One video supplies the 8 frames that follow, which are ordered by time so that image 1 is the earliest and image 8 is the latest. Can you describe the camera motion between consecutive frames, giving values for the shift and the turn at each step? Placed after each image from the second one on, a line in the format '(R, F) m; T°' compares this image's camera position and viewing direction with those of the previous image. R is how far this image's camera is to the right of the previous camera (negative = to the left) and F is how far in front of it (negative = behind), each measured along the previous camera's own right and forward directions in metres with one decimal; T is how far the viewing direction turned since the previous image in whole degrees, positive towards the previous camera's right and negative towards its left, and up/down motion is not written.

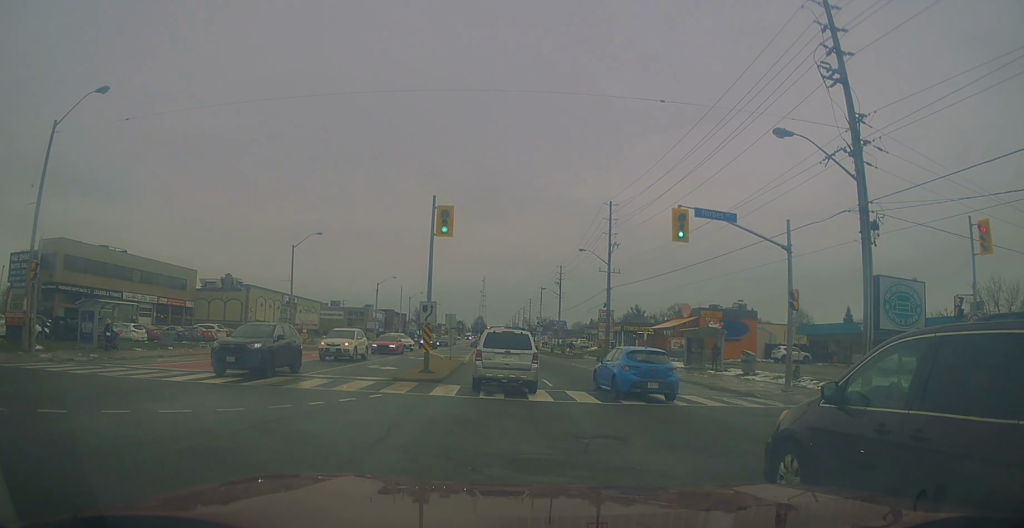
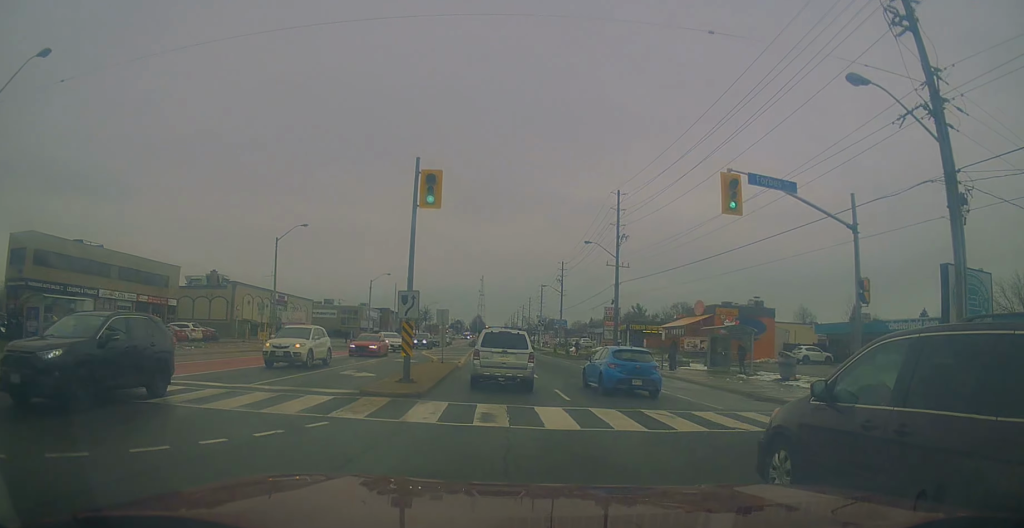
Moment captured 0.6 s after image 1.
(0.0, +4.2) m; 0°
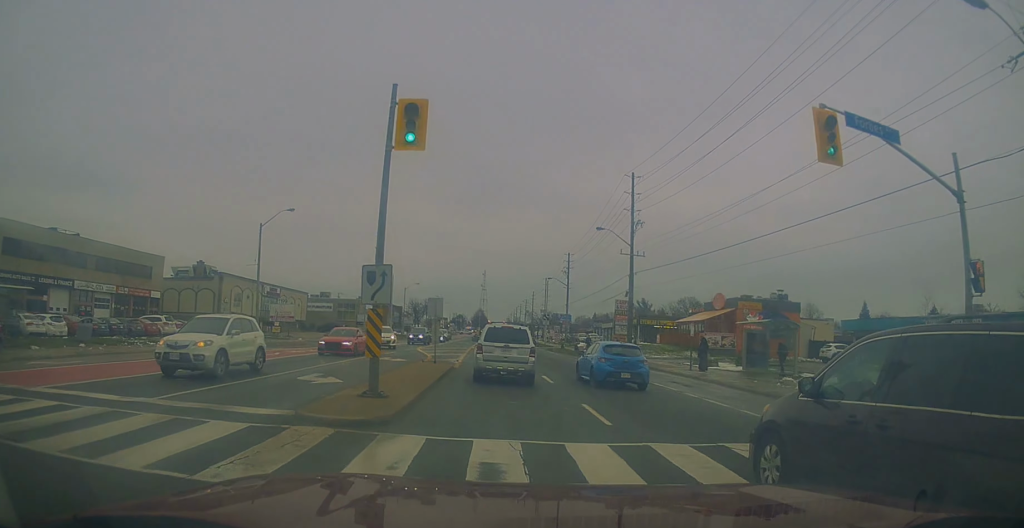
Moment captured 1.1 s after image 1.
(-0.2, +4.7) m; +2°
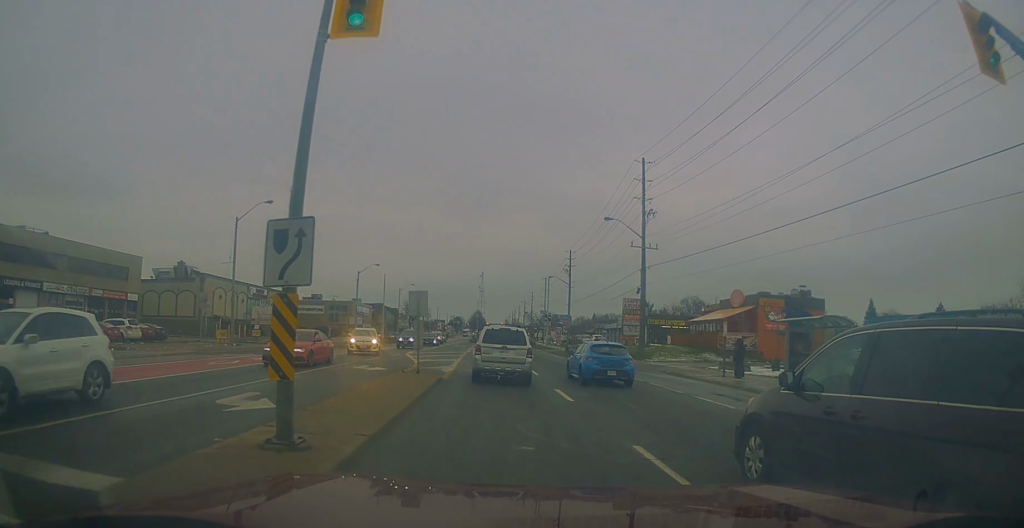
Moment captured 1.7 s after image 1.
(+0.1, +4.8) m; -1°
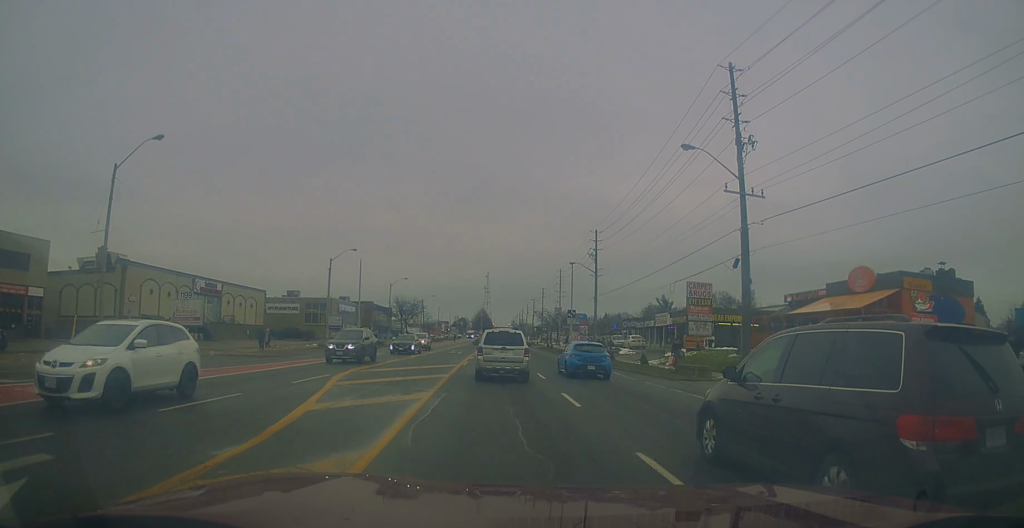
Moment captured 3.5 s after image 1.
(-1.1, +18.1) m; -3°
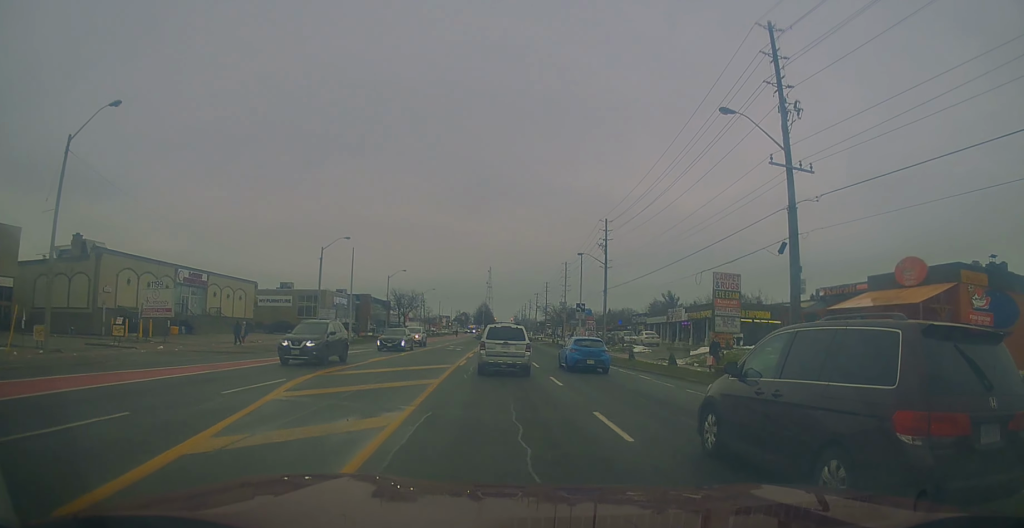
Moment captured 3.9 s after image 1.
(+0.4, +4.7) m; +1°
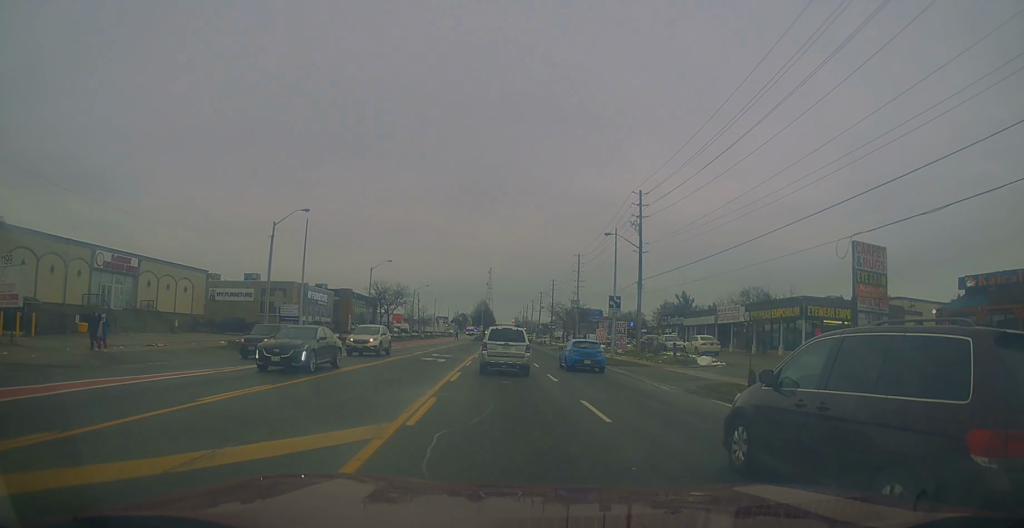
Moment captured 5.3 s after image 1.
(0.0, +15.4) m; -2°
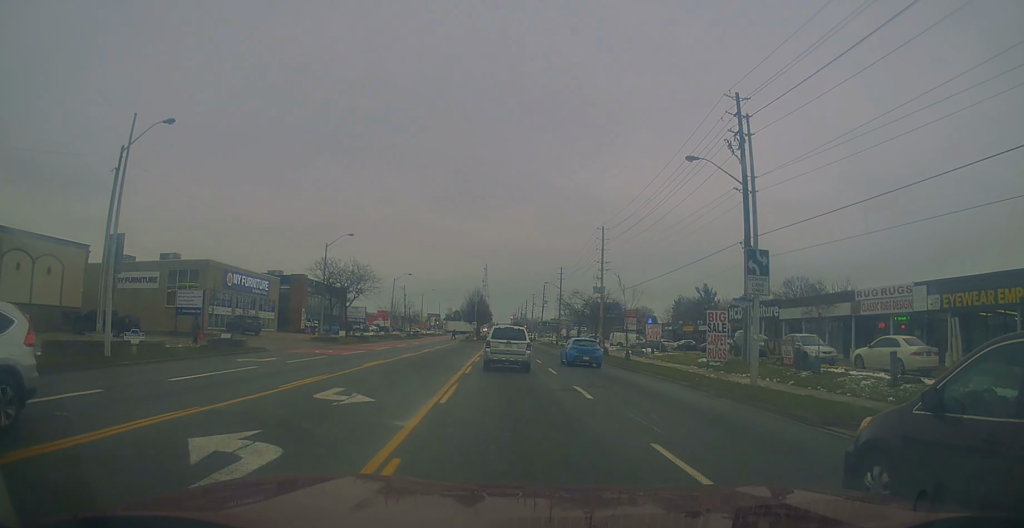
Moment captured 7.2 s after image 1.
(+0.5, +23.7) m; +1°
